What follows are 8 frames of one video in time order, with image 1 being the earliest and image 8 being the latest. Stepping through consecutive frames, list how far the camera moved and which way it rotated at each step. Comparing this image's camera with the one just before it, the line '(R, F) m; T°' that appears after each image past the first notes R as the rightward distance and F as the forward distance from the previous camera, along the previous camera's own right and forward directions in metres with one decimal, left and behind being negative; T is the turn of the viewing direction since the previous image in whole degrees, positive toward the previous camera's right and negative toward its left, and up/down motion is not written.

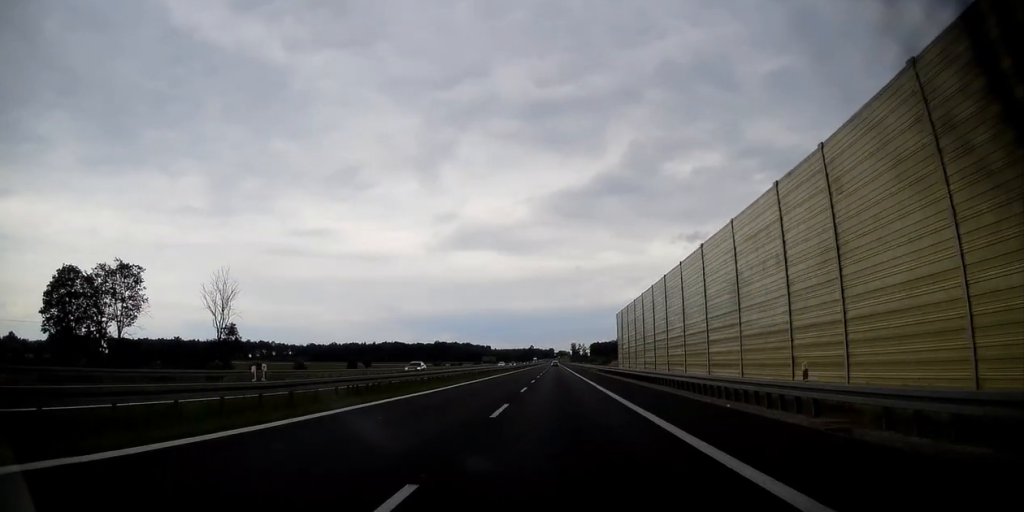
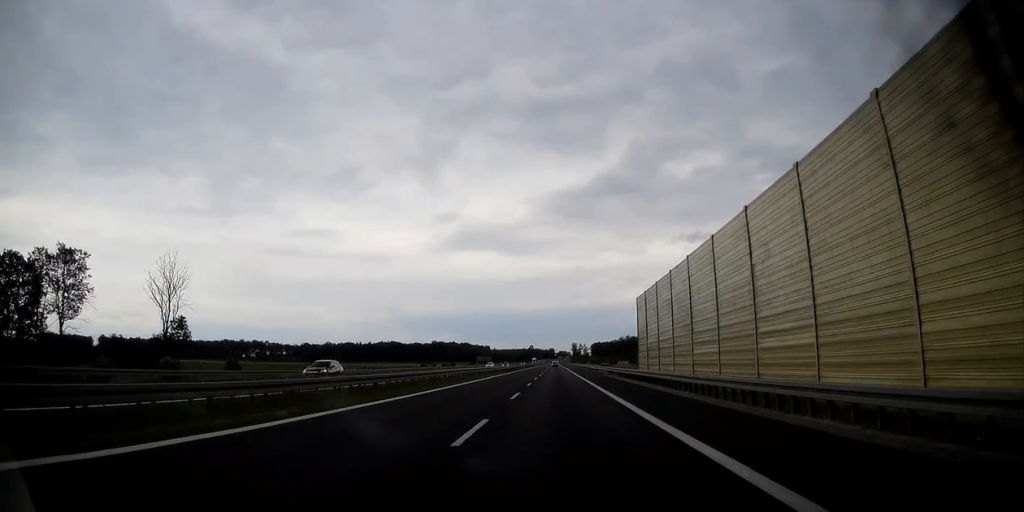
(-0.1, +16.9) m; 0°
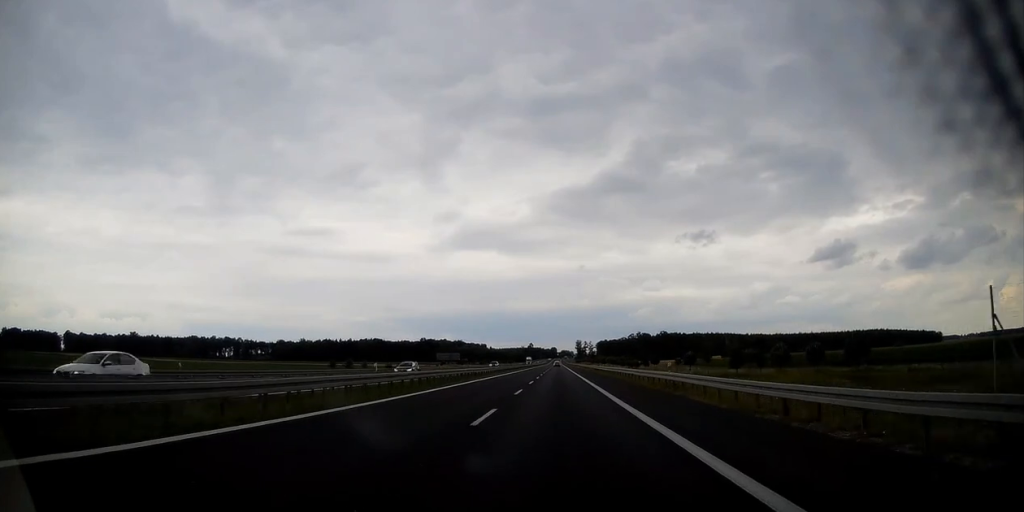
(+0.1, +68.8) m; 0°
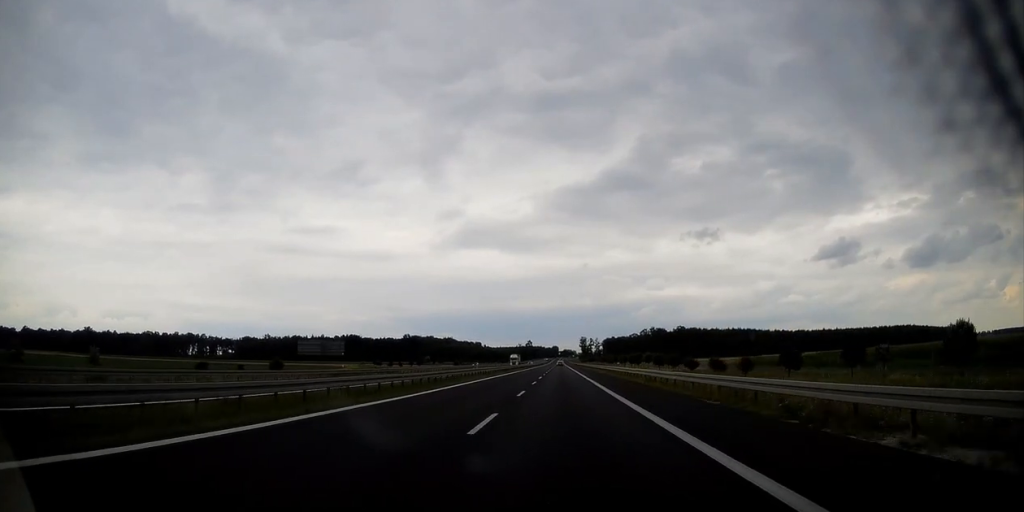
(-0.1, +73.4) m; 0°
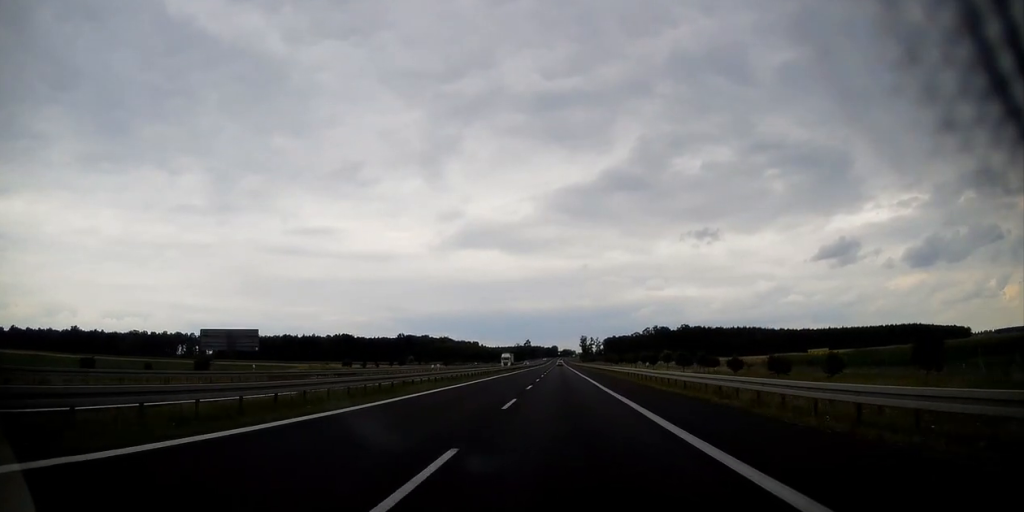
(0.0, +18.1) m; 0°
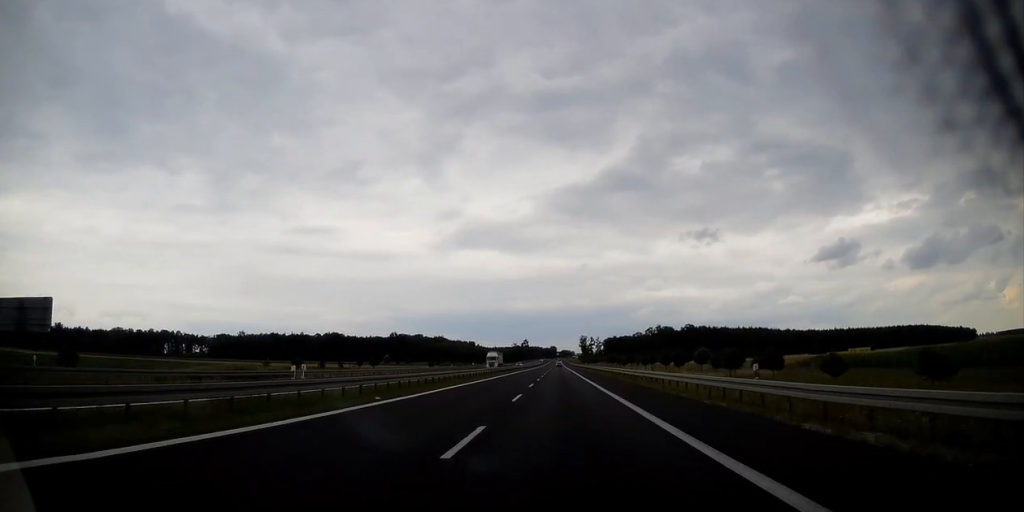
(-0.1, +20.4) m; 0°
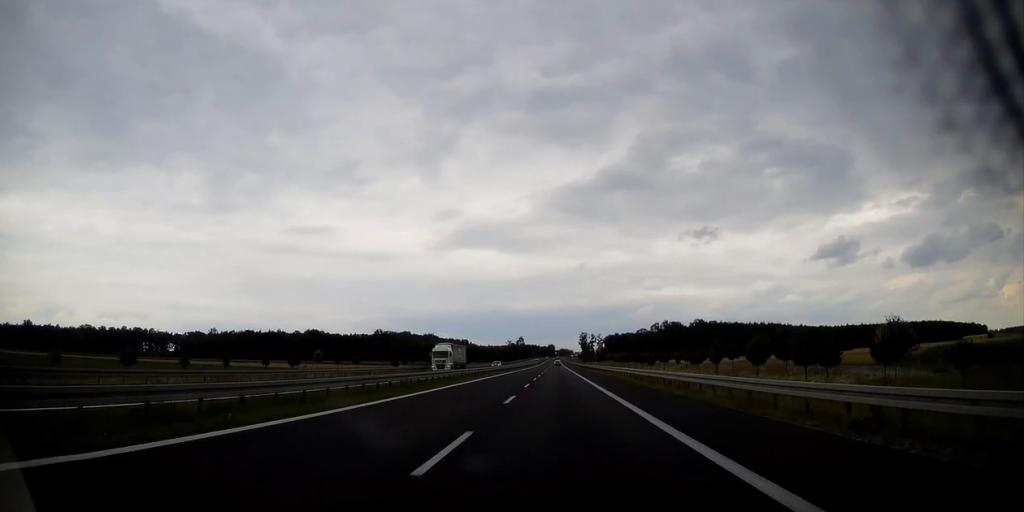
(-0.1, +37.3) m; 0°
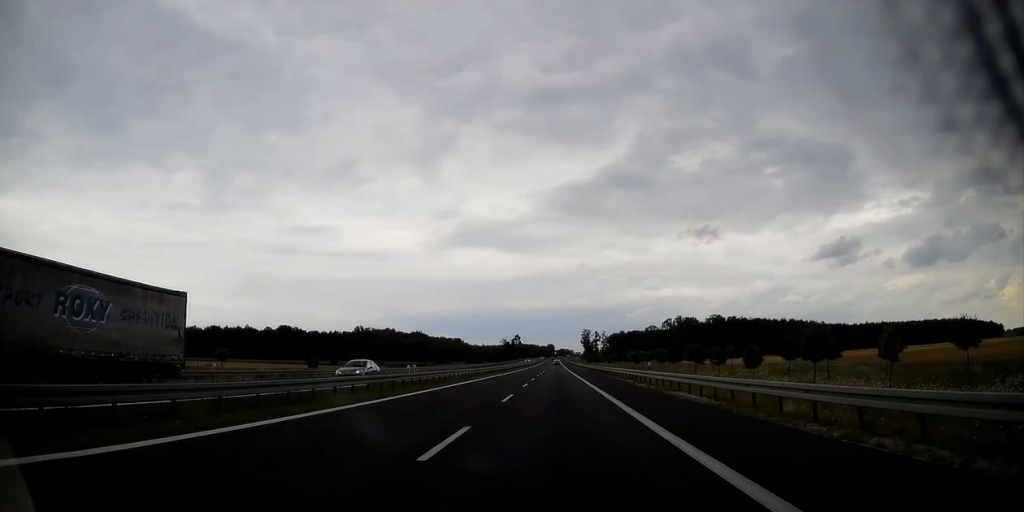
(+0.3, +46.9) m; 0°
